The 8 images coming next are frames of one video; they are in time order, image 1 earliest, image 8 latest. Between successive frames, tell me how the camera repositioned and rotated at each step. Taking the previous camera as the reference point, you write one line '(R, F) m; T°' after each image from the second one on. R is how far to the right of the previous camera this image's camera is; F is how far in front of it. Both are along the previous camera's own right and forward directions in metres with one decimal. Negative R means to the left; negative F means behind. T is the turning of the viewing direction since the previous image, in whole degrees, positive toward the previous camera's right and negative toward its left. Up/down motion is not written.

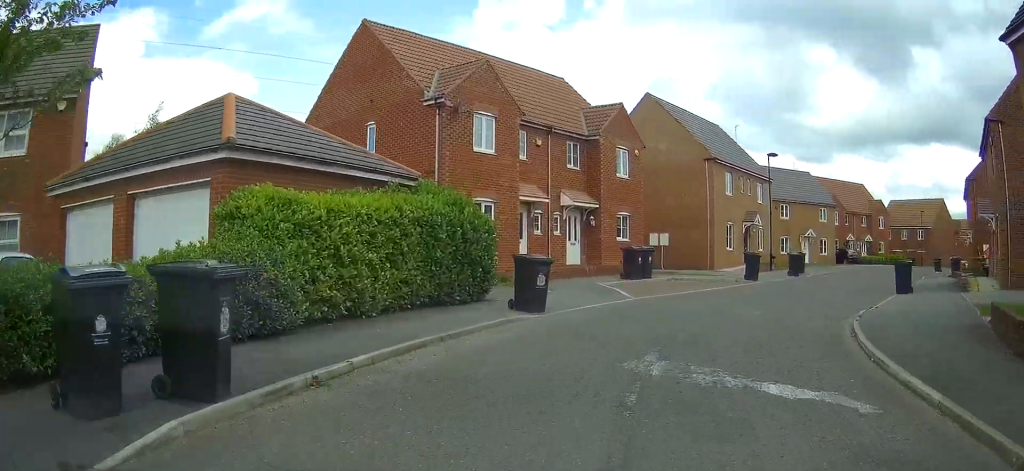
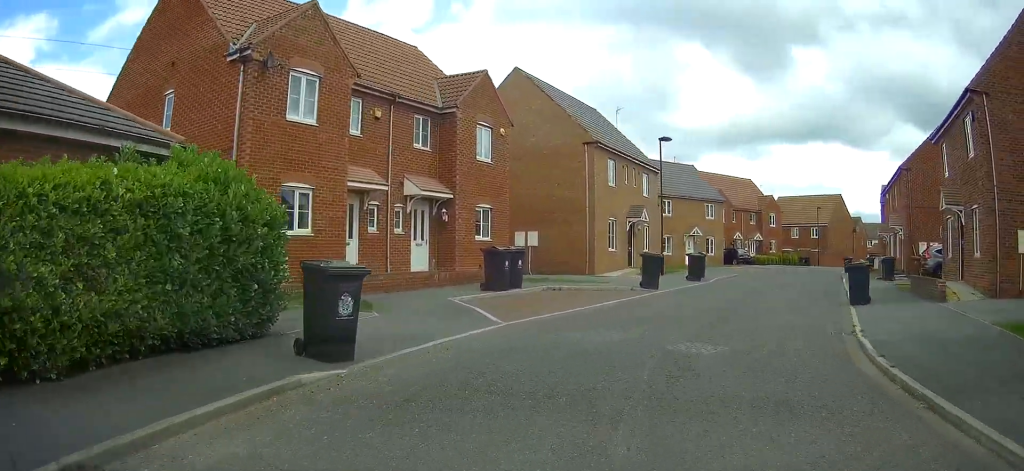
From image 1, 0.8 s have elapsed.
(+1.3, +5.6) m; +11°
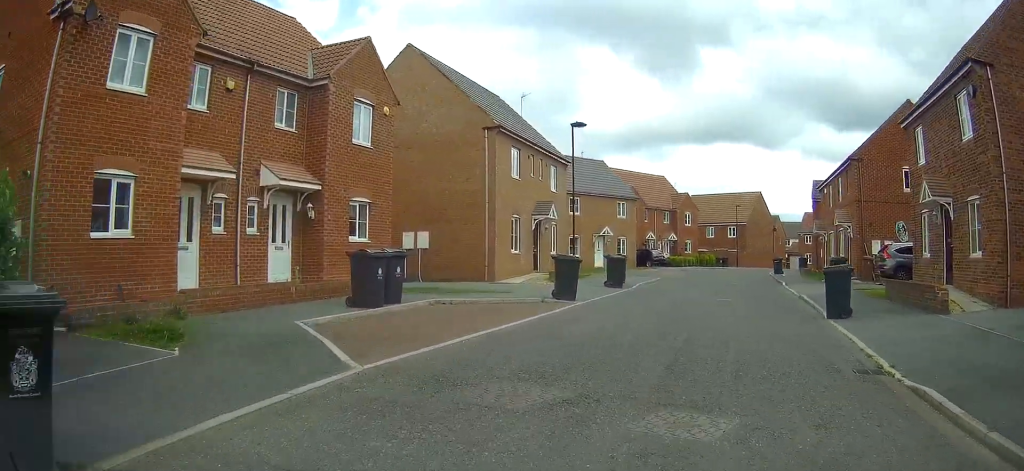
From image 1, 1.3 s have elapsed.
(+0.2, +4.2) m; +2°
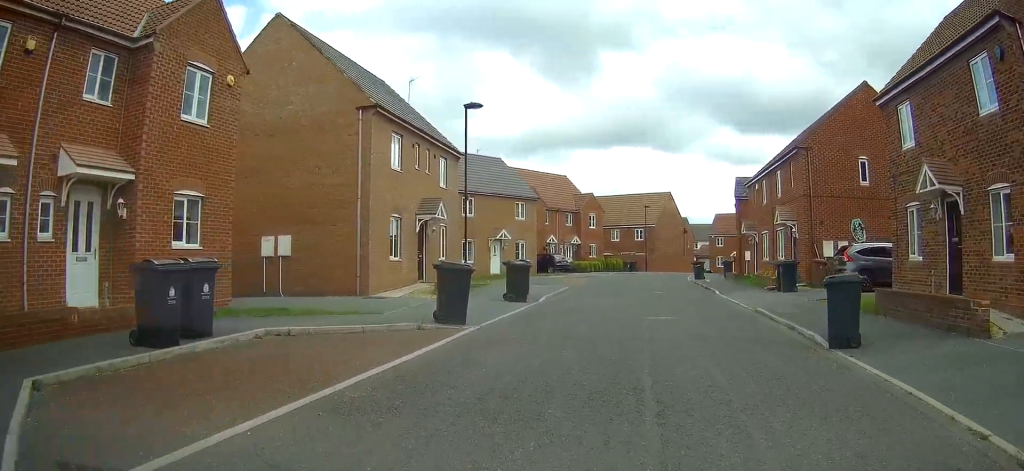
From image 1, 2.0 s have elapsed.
(0.0, +4.7) m; 0°
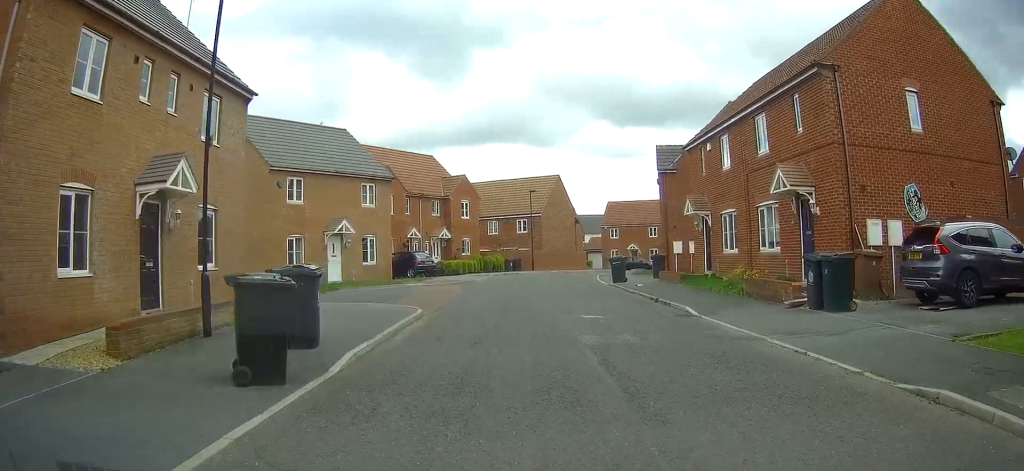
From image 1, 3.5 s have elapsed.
(0.0, +12.0) m; 0°
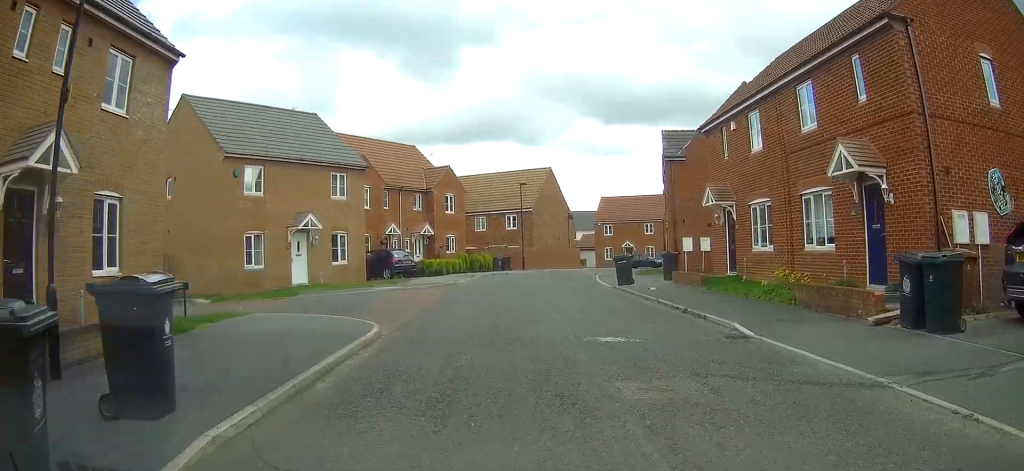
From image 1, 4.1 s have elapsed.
(0.0, +4.1) m; 0°
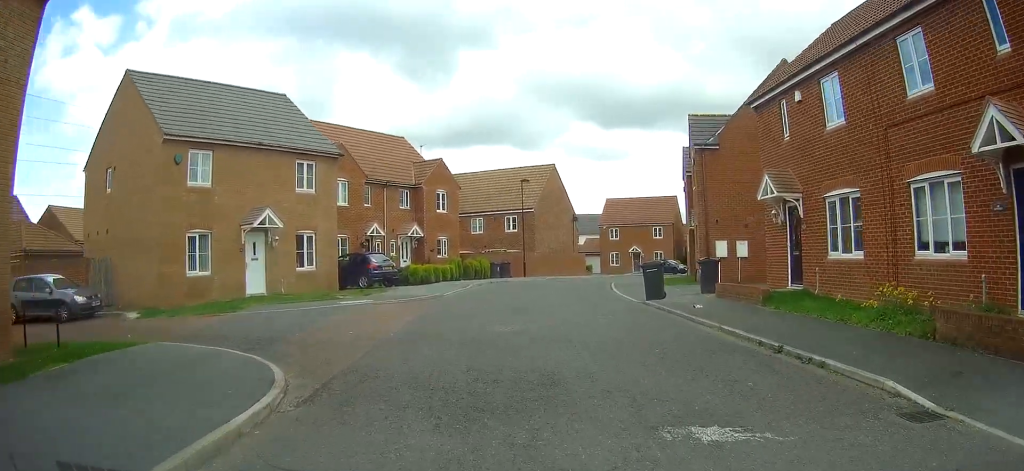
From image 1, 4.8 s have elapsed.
(0.0, +5.4) m; 0°
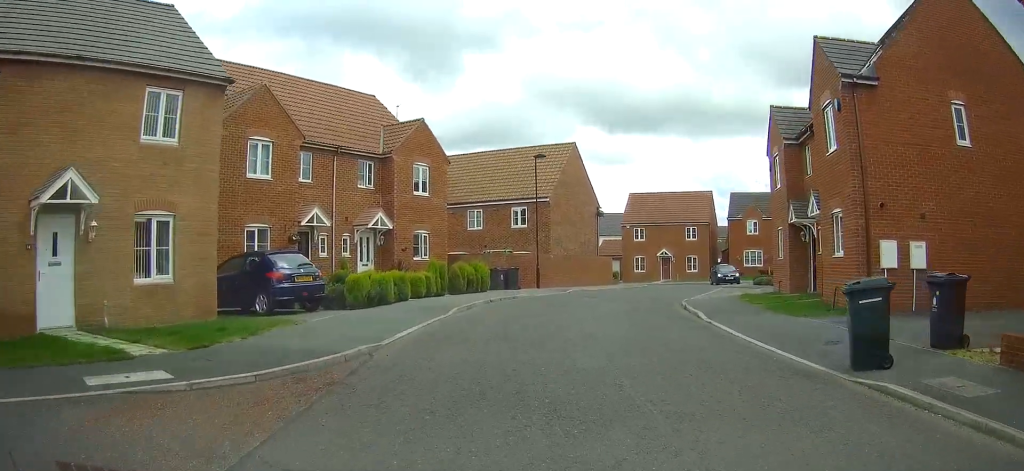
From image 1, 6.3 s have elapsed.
(0.0, +12.9) m; +2°
